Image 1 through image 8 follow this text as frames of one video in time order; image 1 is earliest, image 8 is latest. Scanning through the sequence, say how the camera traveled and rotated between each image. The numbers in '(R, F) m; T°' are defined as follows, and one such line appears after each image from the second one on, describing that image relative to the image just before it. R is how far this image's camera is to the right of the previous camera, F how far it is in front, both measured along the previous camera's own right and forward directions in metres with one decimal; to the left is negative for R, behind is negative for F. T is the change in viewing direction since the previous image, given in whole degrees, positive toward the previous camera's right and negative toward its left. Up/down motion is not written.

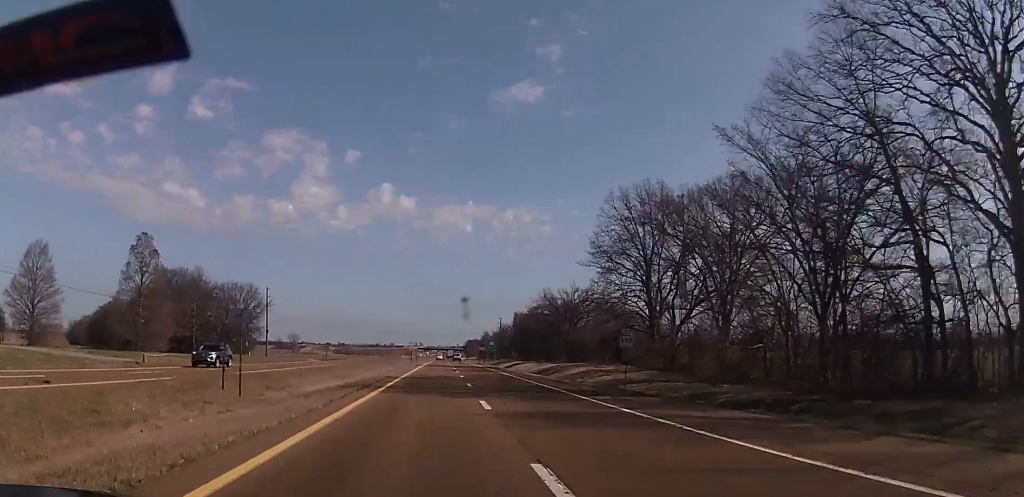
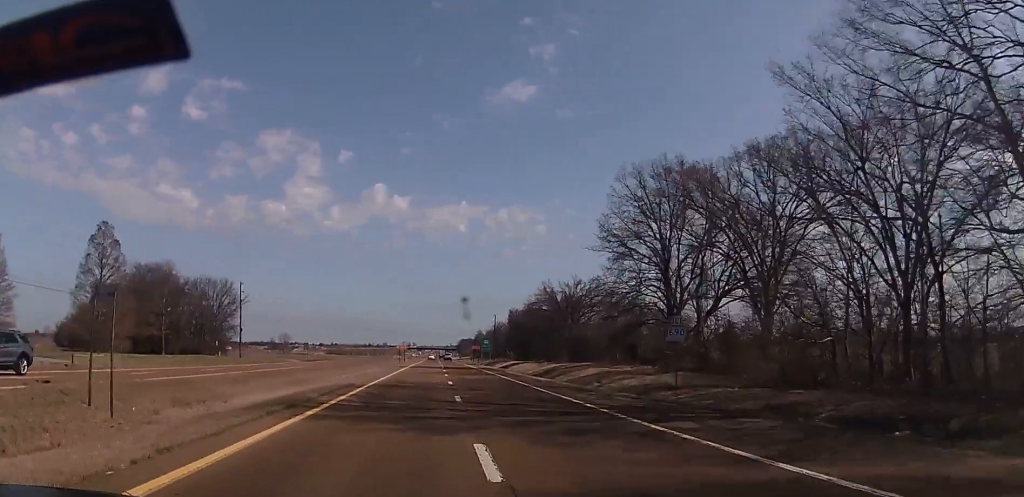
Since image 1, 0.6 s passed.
(+0.1, +9.6) m; +1°
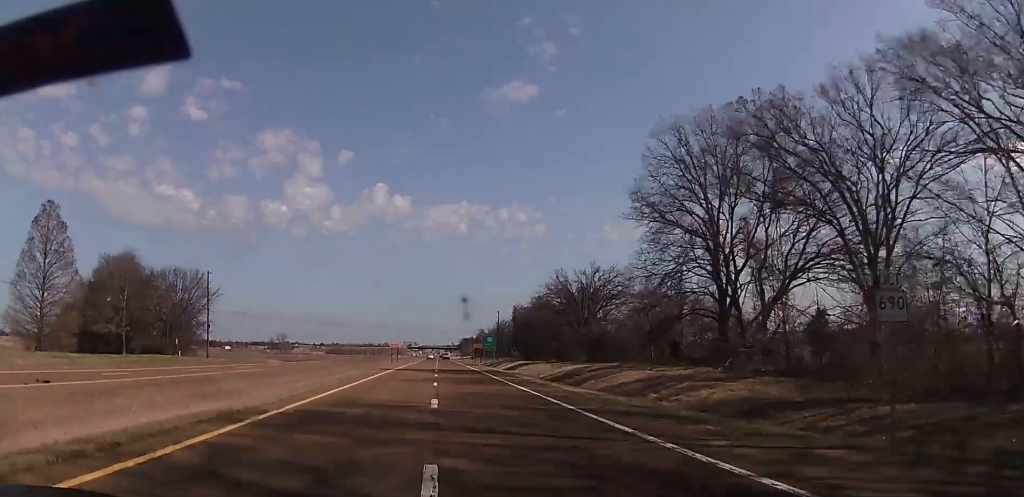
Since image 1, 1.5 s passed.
(0.0, +13.5) m; +1°
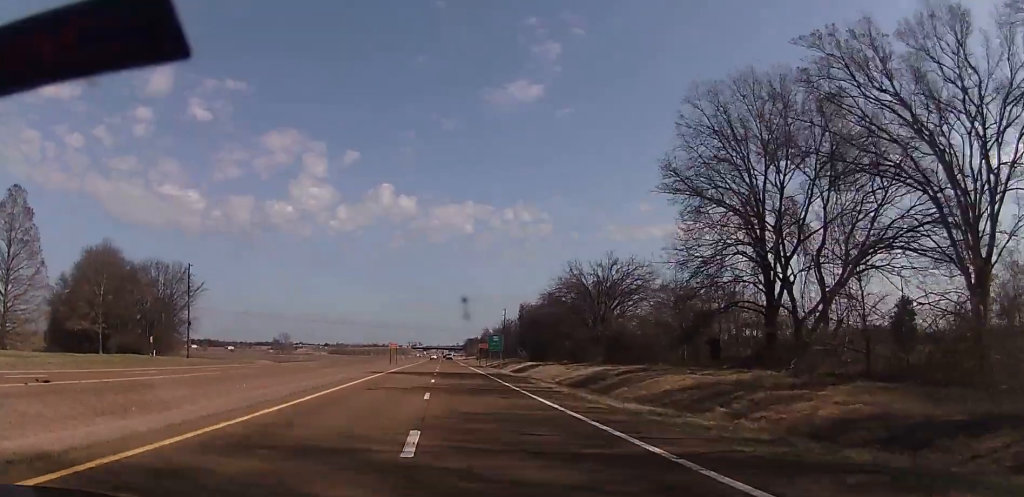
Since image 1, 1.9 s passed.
(+0.1, +8.1) m; 0°
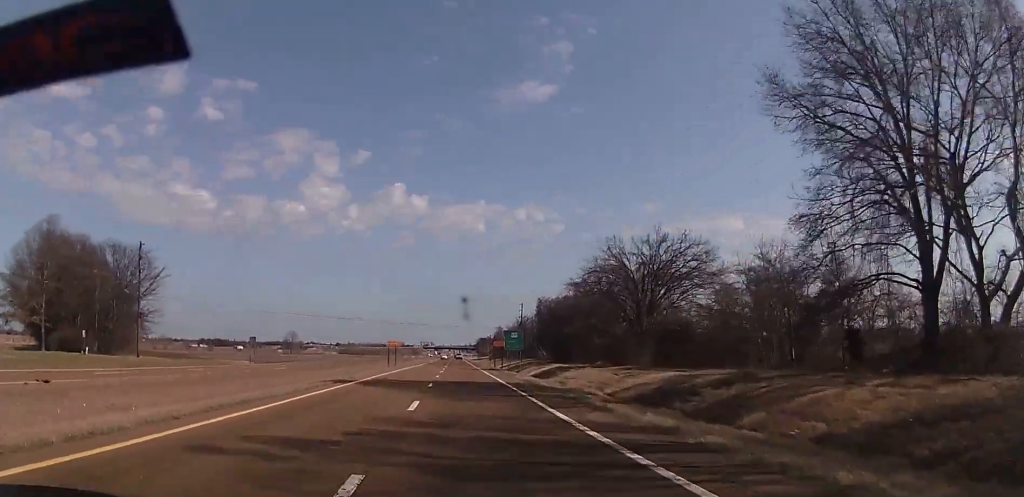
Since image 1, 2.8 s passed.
(0.0, +16.1) m; 0°
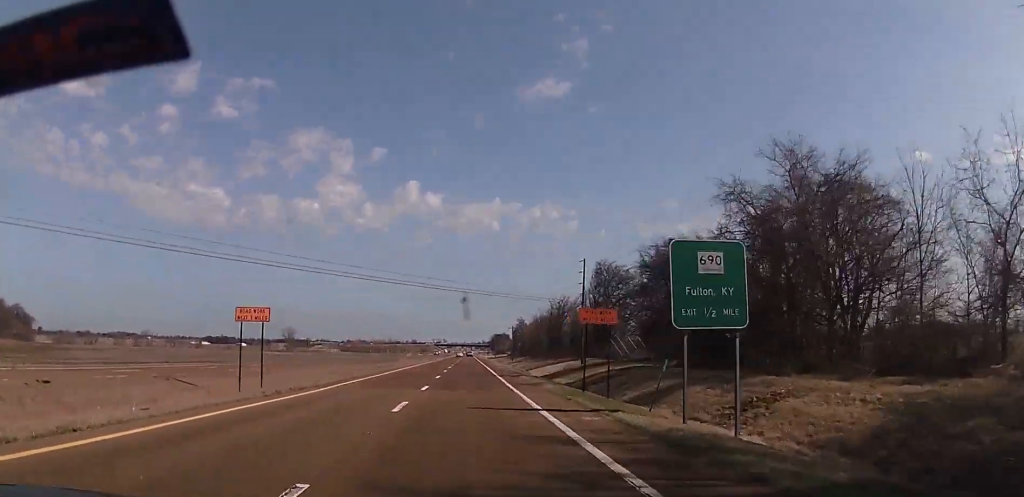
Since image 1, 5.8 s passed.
(-0.8, +59.4) m; -3°
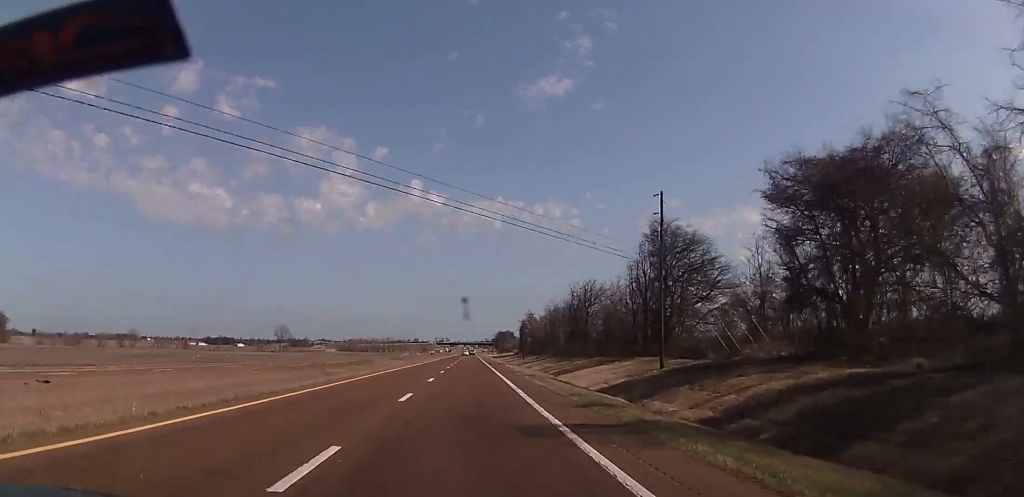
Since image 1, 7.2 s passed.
(-0.3, +30.6) m; -1°
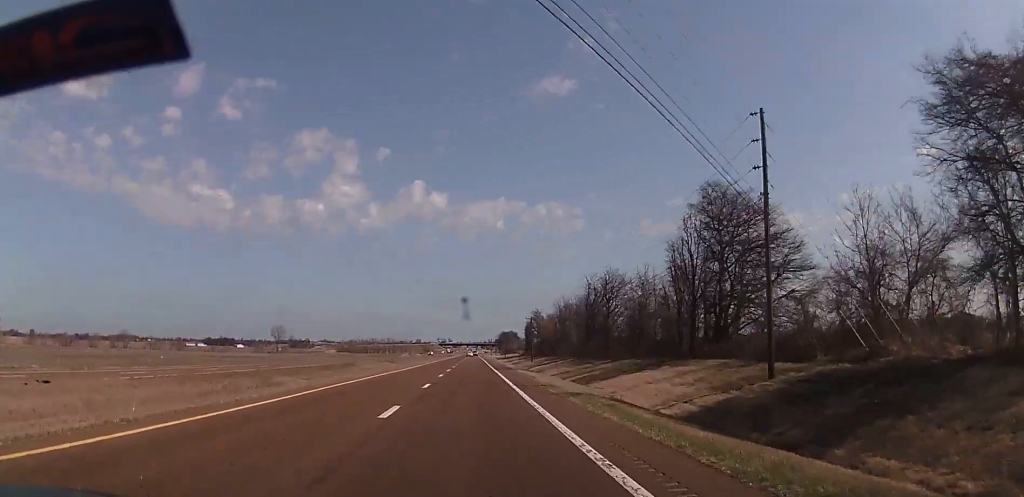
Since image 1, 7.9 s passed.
(0.0, +16.4) m; 0°
